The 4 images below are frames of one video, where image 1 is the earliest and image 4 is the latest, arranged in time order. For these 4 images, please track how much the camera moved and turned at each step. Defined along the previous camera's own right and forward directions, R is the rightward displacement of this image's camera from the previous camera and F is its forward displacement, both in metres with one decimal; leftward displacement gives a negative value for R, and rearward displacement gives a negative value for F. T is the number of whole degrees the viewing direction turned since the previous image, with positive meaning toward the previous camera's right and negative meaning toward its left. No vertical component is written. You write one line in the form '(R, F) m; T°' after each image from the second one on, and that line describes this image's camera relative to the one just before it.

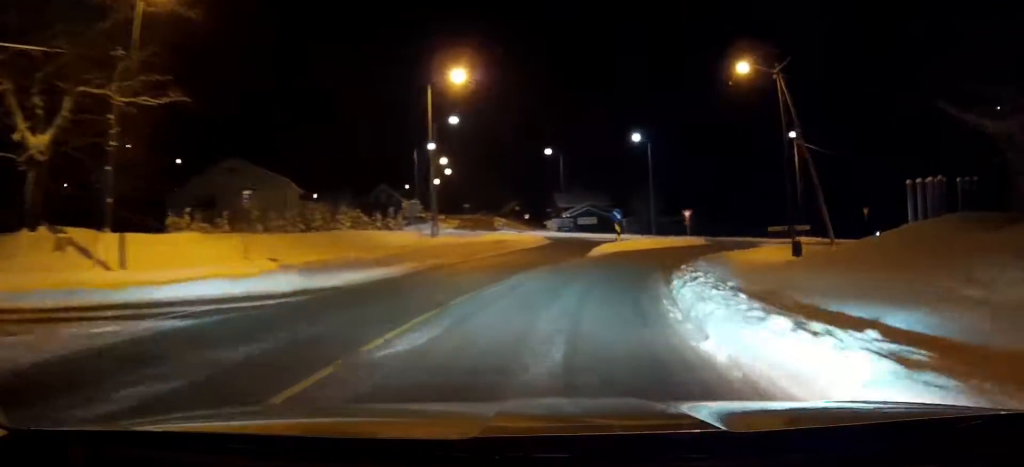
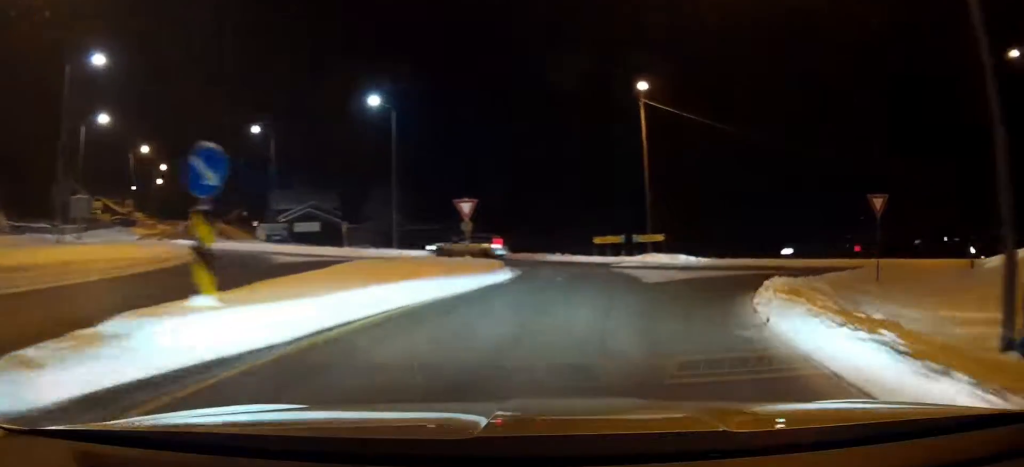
(+3.4, +26.6) m; +20°
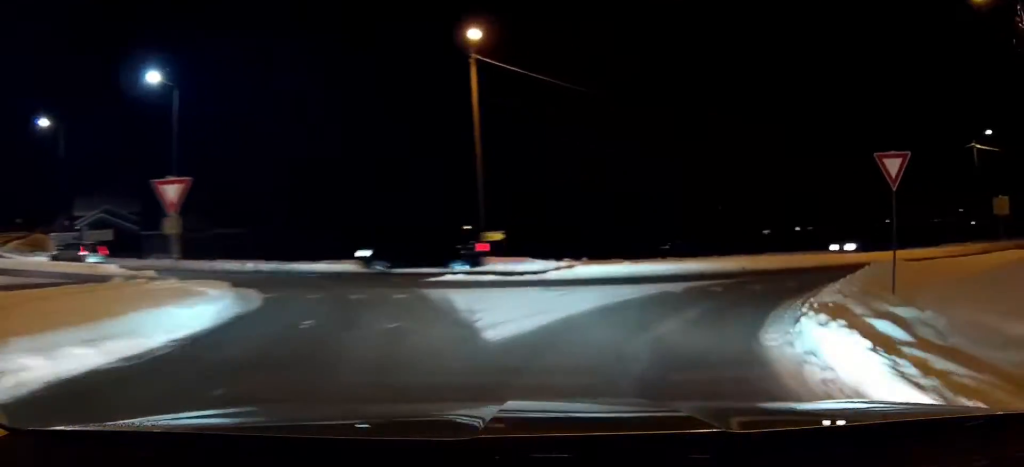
(+1.5, +9.9) m; +16°
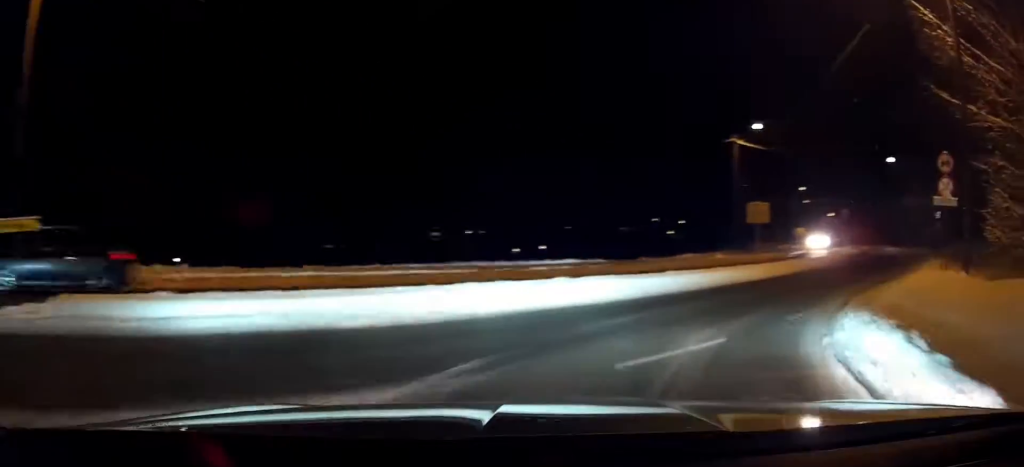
(+1.5, +12.0) m; +31°
